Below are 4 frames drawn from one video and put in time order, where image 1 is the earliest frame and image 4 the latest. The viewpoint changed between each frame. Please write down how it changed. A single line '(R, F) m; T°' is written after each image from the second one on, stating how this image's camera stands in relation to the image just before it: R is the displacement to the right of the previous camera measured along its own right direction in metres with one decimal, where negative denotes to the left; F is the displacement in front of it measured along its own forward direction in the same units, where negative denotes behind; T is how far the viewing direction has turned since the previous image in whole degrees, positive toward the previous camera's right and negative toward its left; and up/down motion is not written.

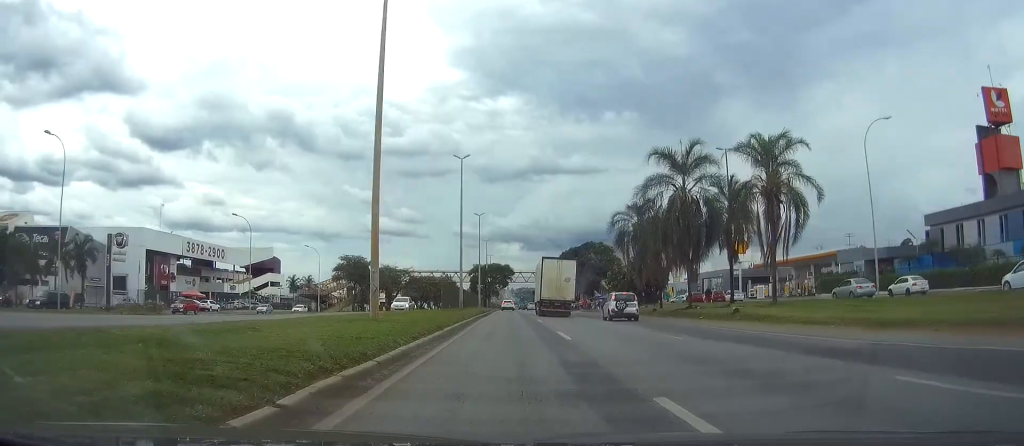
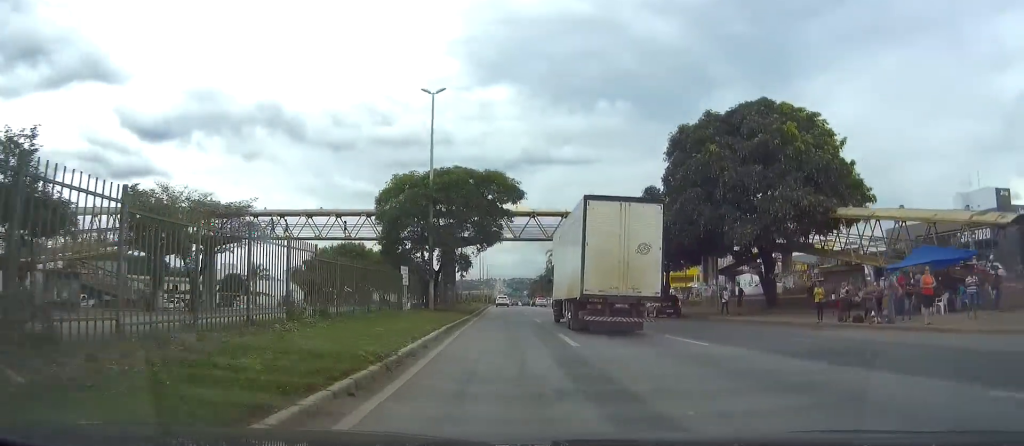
(0.0, +100.0) m; 0°
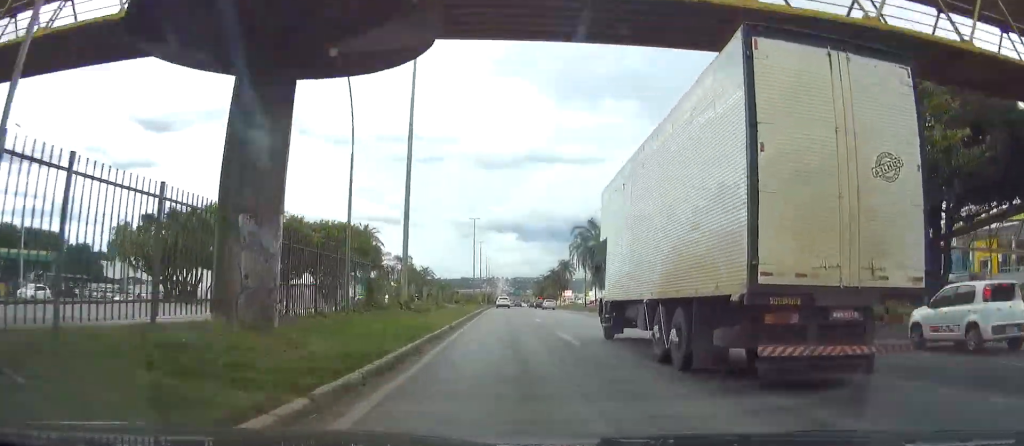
(0.0, +49.7) m; 0°
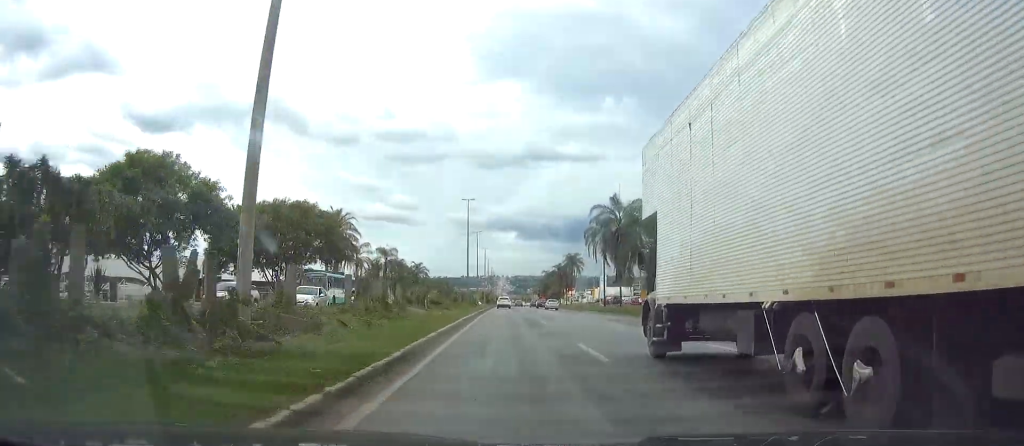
(0.0, +20.6) m; 0°
